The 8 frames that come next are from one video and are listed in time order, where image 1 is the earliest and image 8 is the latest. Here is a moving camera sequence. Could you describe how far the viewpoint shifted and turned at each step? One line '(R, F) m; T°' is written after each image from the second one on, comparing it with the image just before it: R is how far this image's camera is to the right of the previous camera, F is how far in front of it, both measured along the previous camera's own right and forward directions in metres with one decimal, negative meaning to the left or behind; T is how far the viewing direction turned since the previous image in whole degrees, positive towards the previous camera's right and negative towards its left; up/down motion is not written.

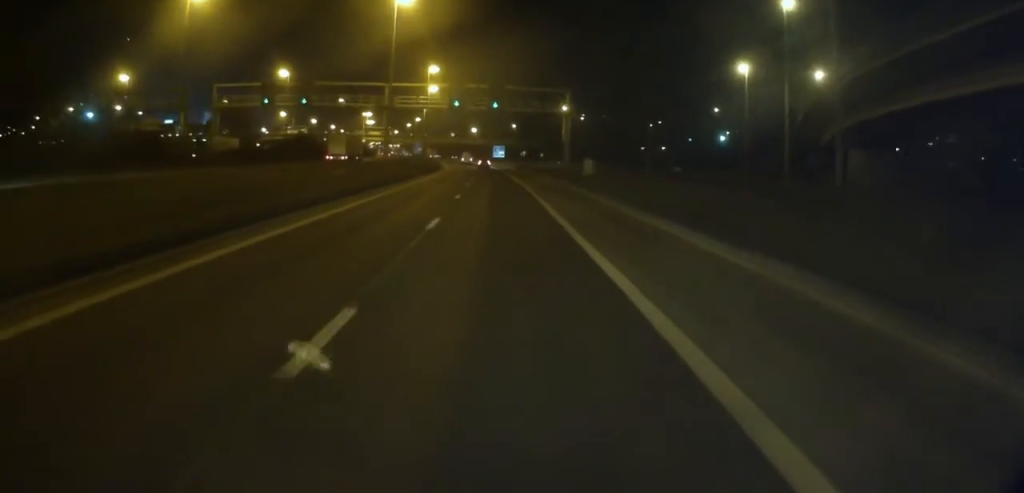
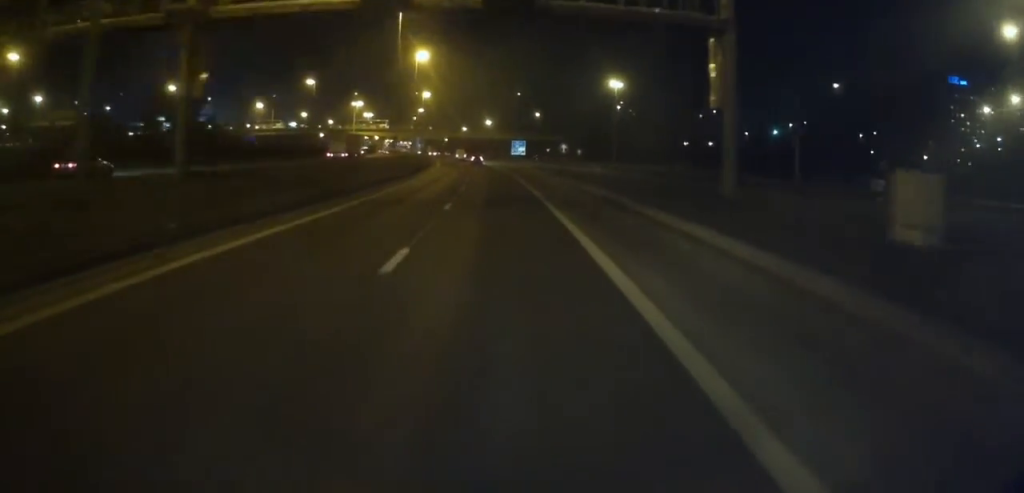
(-1.1, +45.5) m; -2°
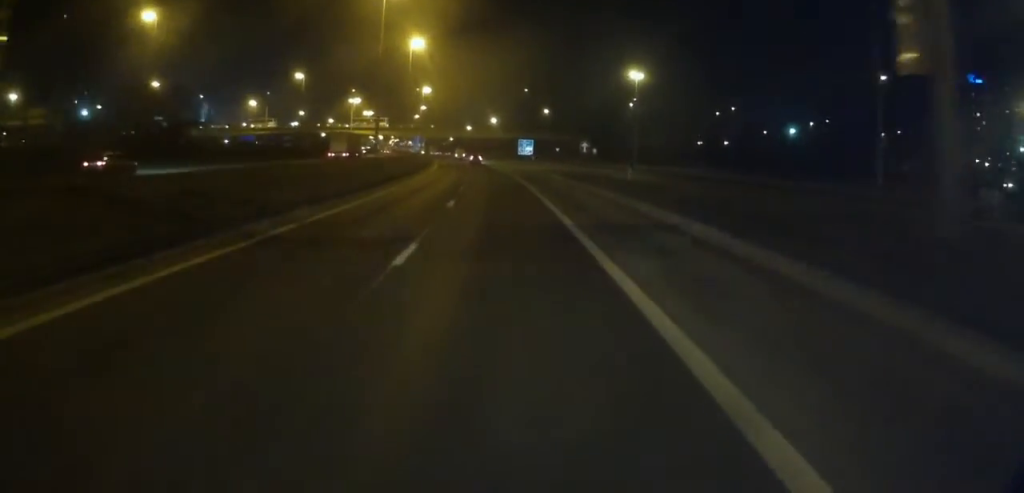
(0.0, +11.8) m; 0°
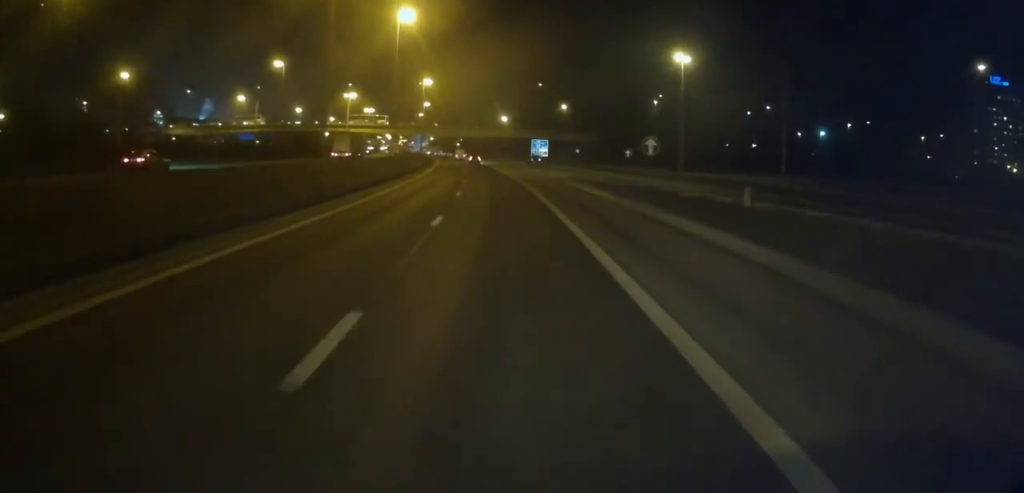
(+0.2, +18.8) m; 0°
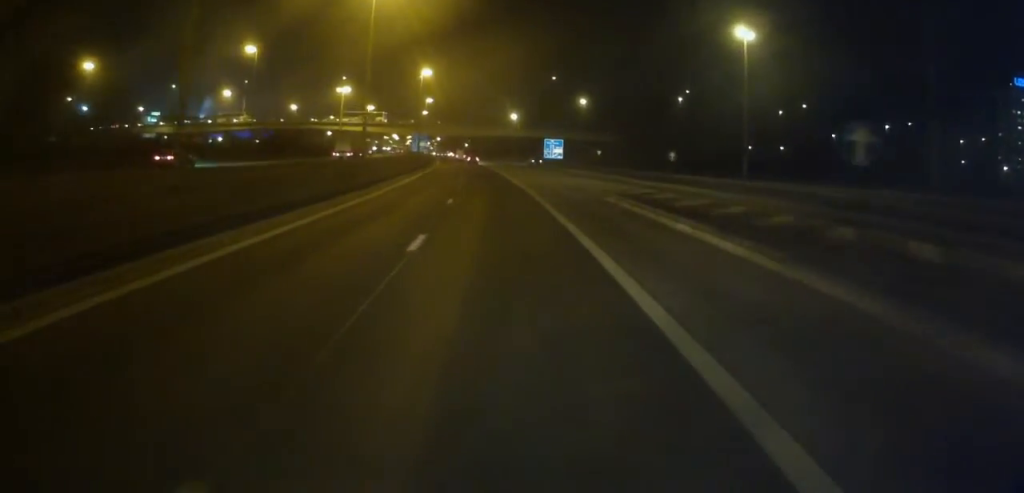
(-0.2, +17.2) m; -1°
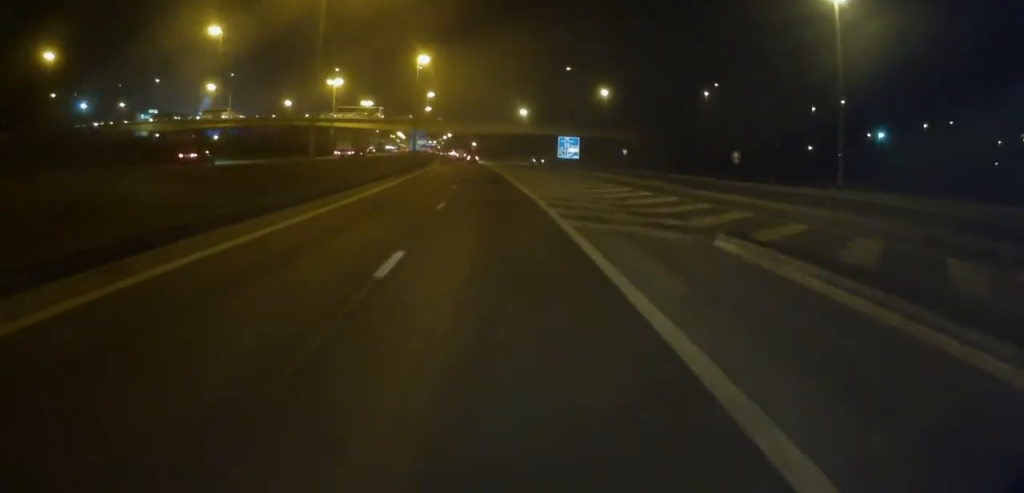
(0.0, +15.6) m; -1°
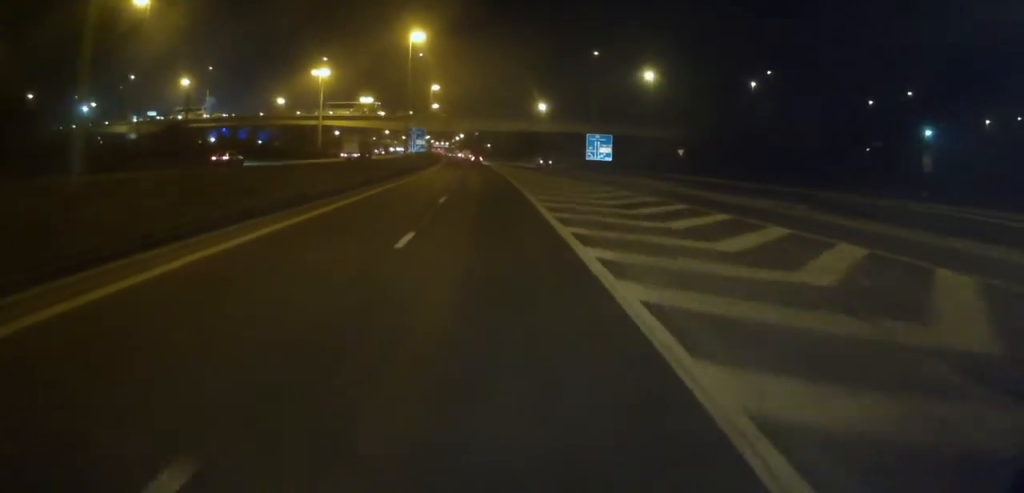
(-0.2, +21.8) m; -1°
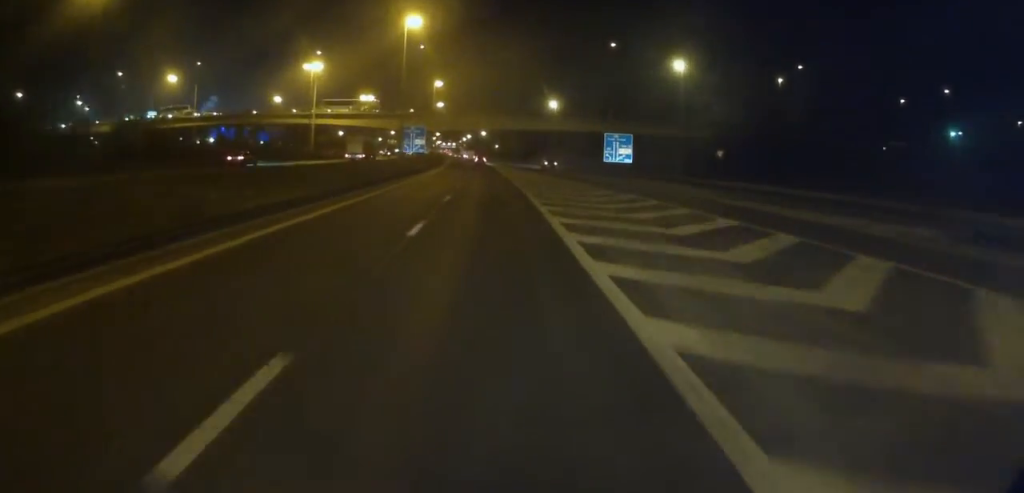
(-0.2, +10.1) m; -1°
